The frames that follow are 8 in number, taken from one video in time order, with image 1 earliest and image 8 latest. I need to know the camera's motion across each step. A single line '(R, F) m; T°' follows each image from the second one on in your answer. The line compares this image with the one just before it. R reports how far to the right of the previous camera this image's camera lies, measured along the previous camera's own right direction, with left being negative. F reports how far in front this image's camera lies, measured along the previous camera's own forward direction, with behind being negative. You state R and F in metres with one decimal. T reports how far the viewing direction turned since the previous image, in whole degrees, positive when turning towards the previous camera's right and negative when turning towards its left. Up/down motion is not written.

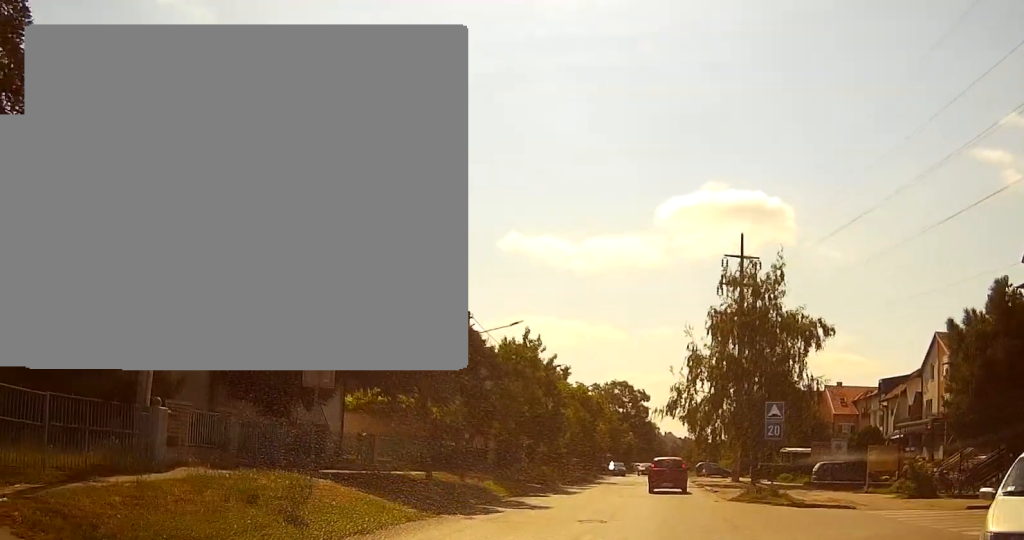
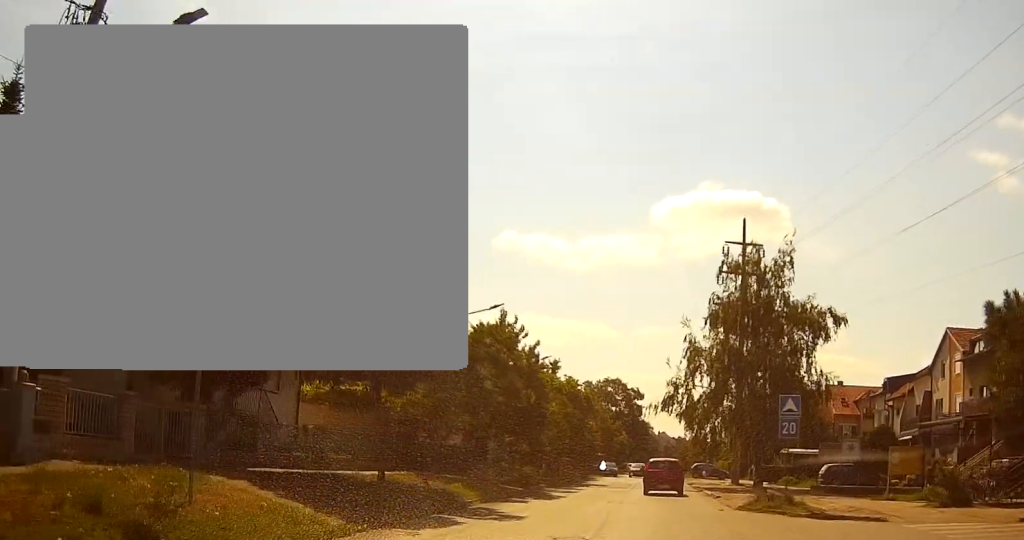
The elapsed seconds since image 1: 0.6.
(0.0, +4.4) m; +1°
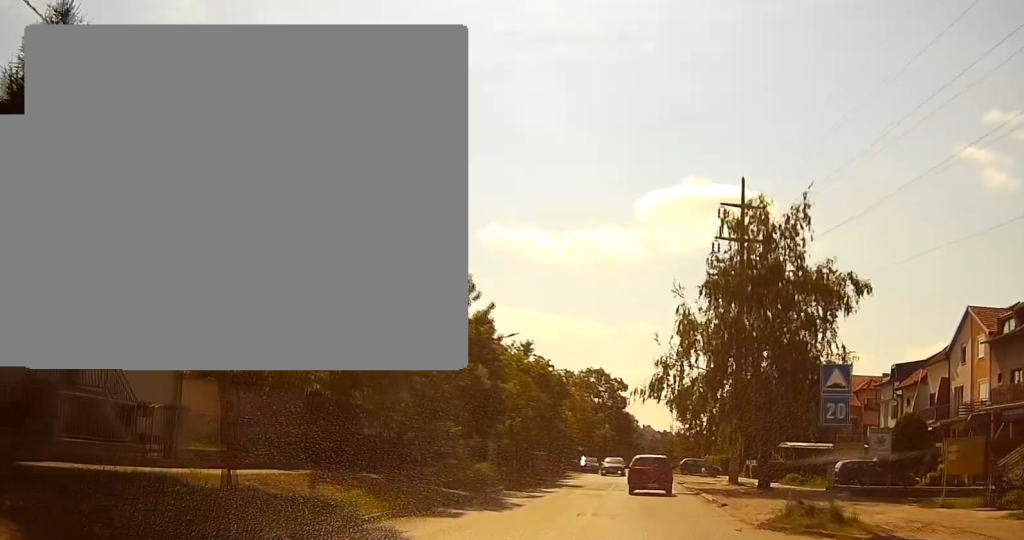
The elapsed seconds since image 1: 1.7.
(+0.2, +8.2) m; 0°
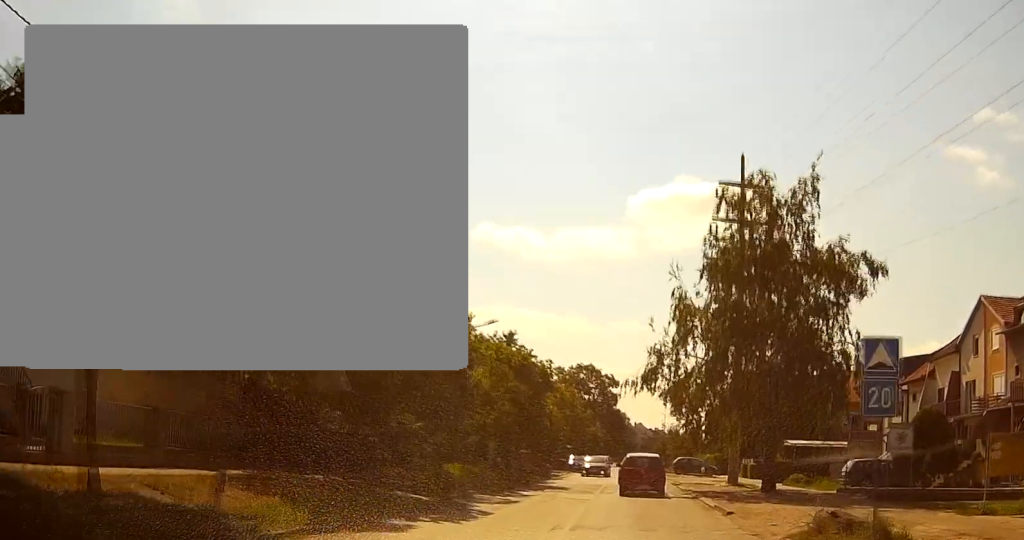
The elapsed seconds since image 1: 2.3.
(-0.1, +4.0) m; 0°
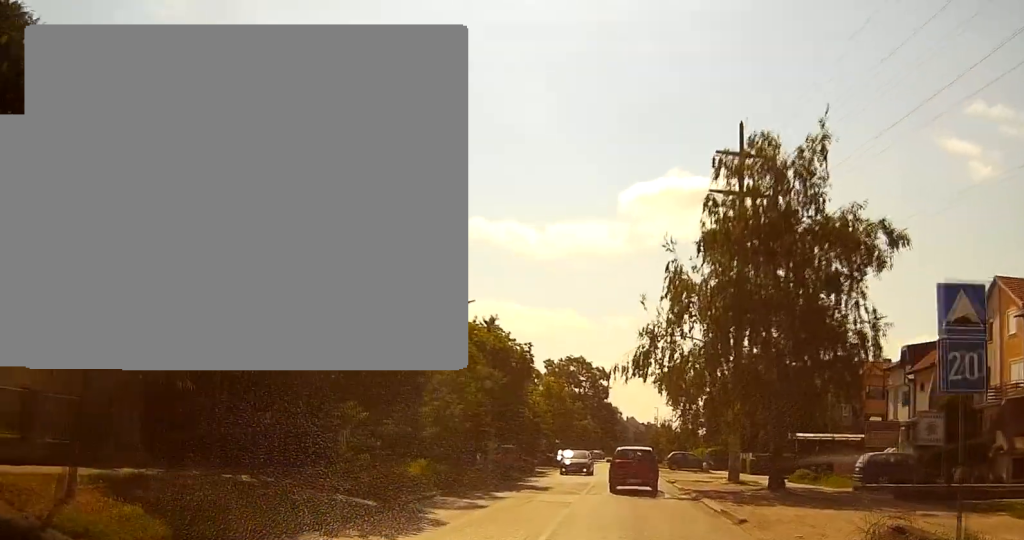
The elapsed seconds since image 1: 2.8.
(-0.1, +4.0) m; 0°
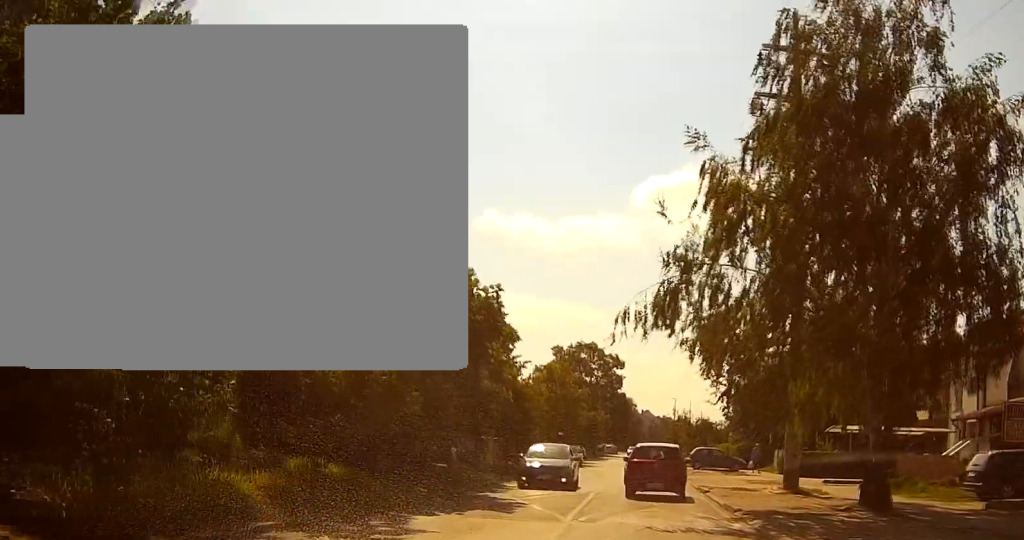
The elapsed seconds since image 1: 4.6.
(+0.1, +11.4) m; +1°
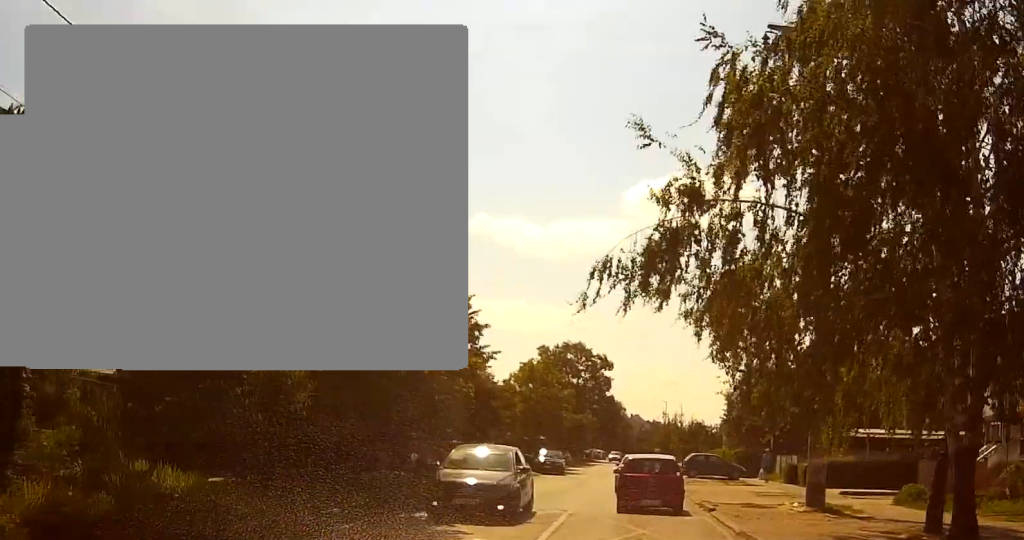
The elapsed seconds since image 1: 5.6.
(0.0, +5.9) m; +2°
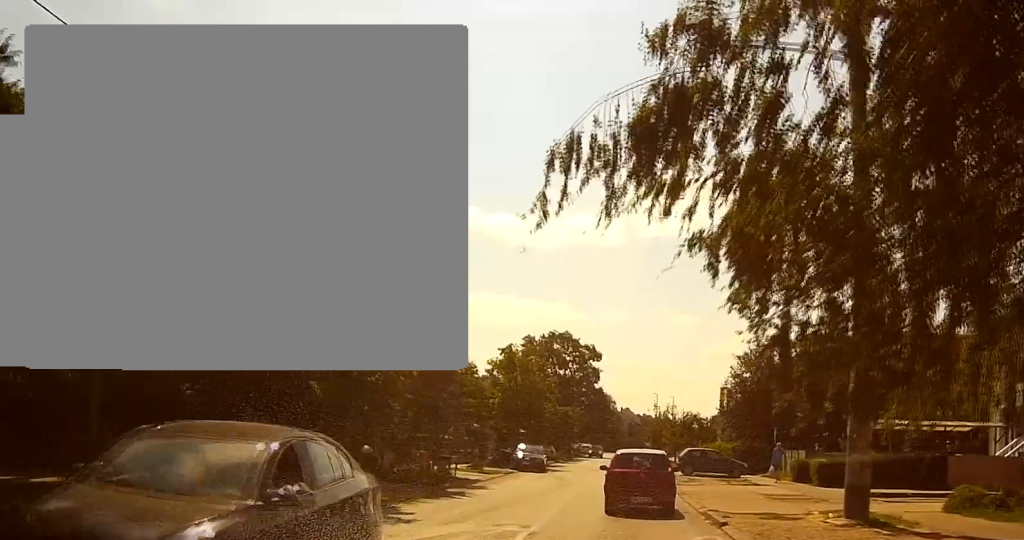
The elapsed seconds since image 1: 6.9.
(+0.3, +6.2) m; +3°
